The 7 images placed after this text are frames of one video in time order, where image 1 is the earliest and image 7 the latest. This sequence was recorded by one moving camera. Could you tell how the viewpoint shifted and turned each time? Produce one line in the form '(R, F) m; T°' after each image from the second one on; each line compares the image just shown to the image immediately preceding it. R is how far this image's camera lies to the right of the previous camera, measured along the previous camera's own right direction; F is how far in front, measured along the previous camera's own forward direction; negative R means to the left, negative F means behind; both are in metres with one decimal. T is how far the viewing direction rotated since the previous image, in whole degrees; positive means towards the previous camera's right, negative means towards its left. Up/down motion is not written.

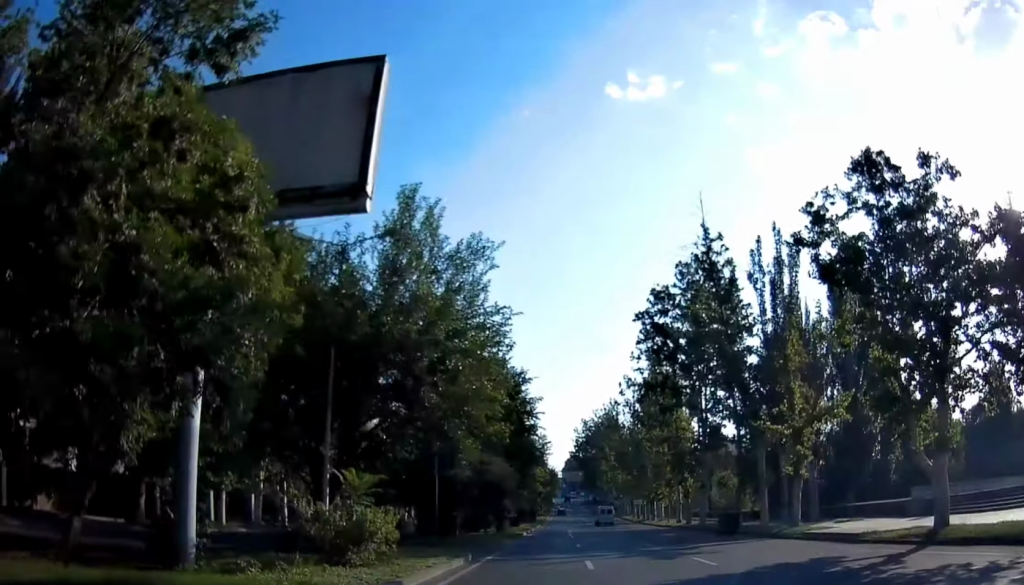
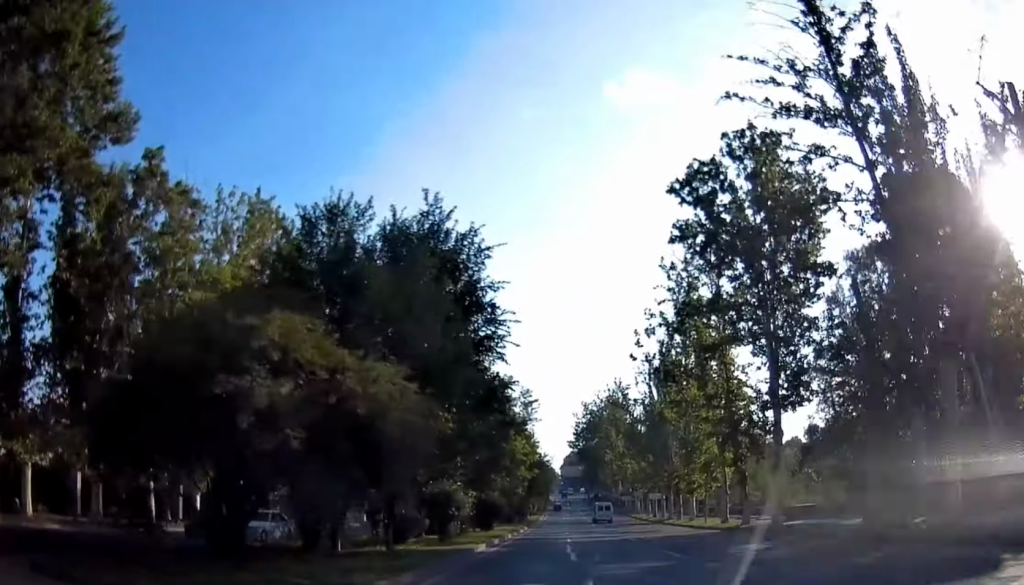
(-0.2, +21.8) m; 0°
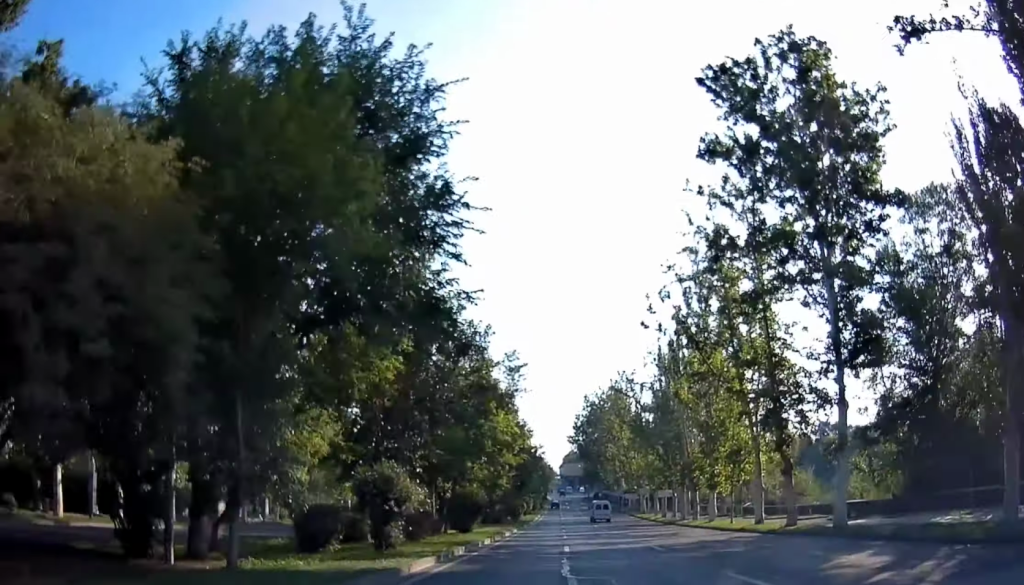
(0.0, +9.4) m; 0°
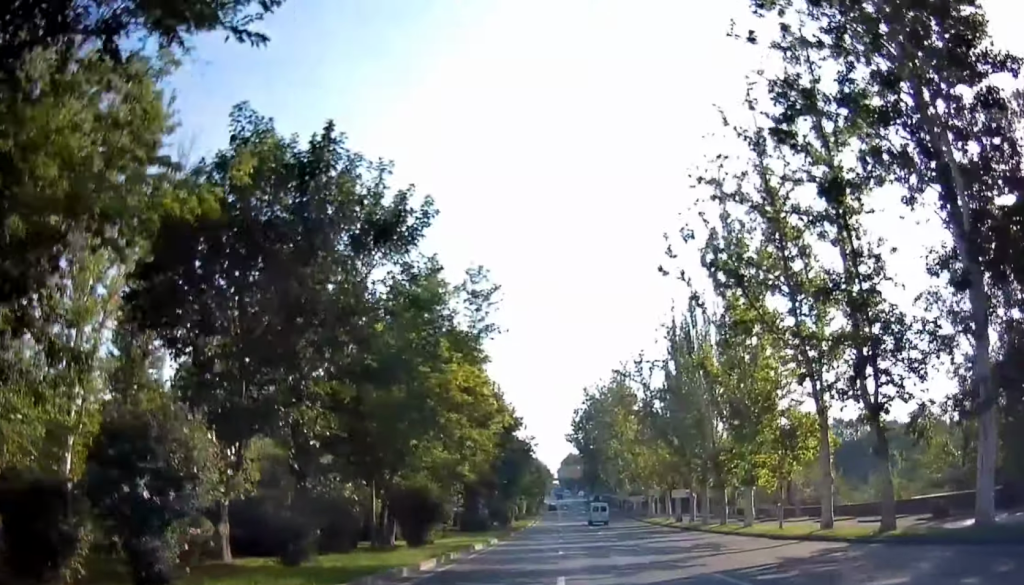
(0.0, +11.1) m; +1°
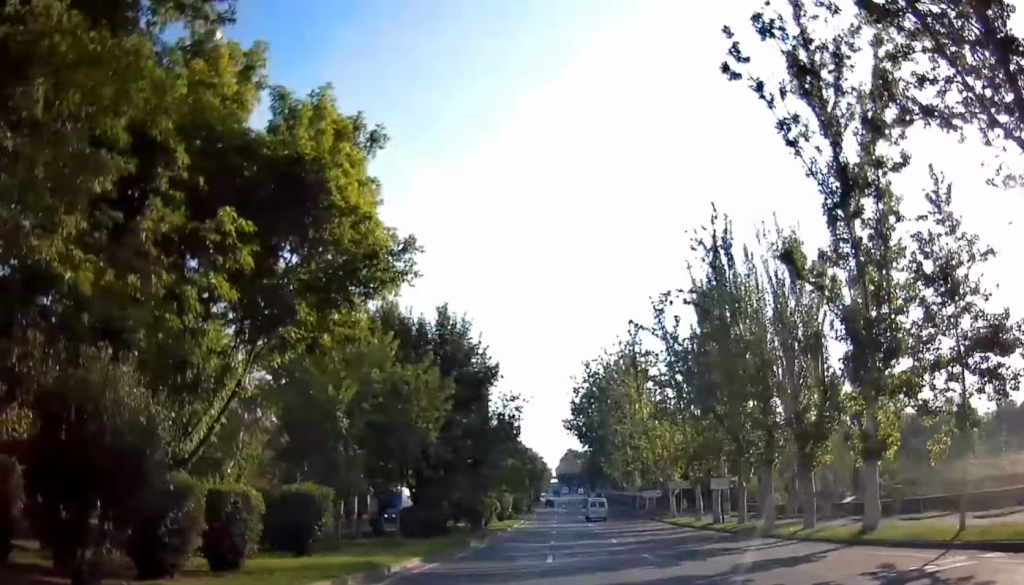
(+0.3, +17.2) m; +1°
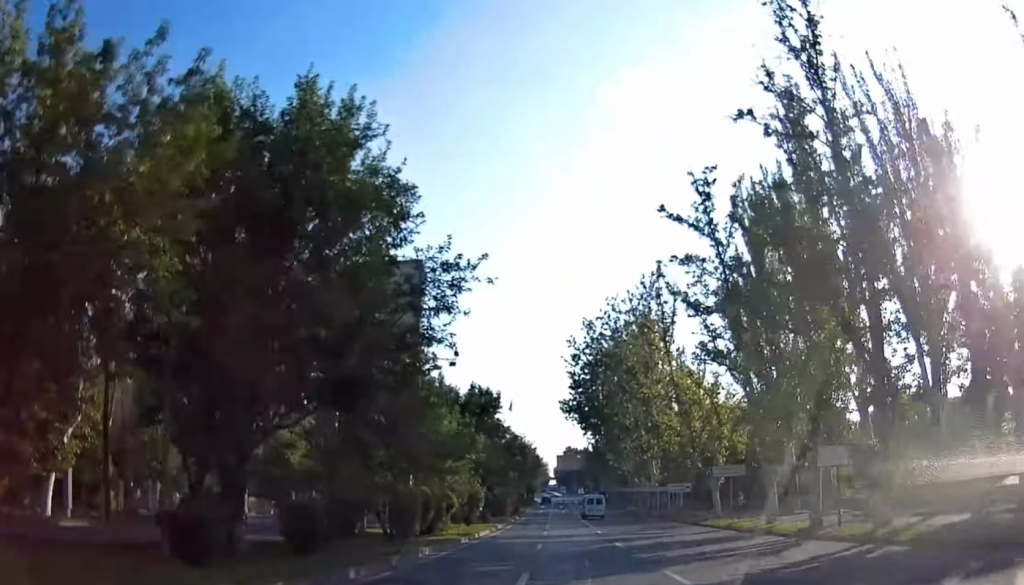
(0.0, +19.4) m; -1°
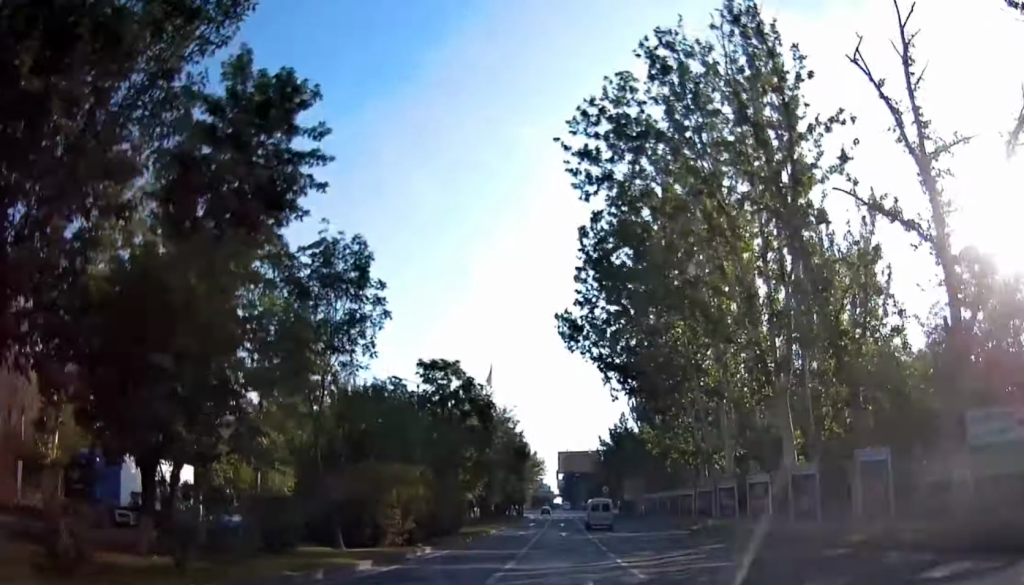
(-1.0, +43.4) m; -2°
